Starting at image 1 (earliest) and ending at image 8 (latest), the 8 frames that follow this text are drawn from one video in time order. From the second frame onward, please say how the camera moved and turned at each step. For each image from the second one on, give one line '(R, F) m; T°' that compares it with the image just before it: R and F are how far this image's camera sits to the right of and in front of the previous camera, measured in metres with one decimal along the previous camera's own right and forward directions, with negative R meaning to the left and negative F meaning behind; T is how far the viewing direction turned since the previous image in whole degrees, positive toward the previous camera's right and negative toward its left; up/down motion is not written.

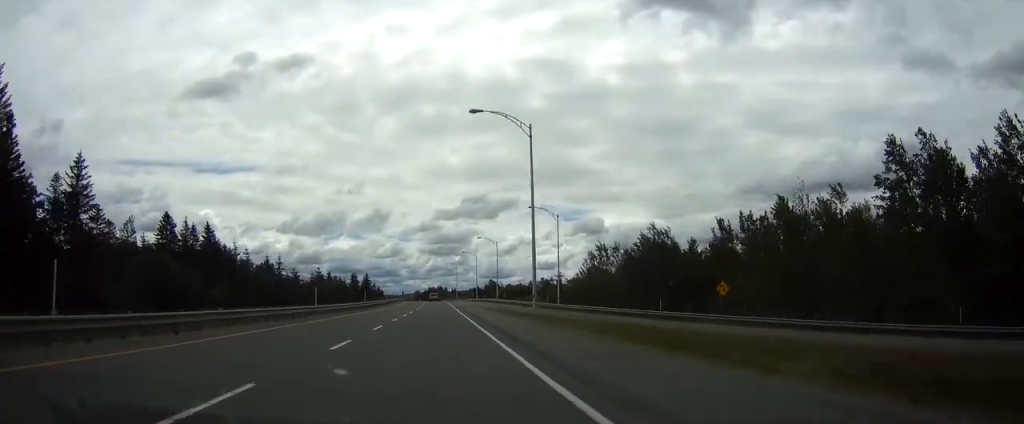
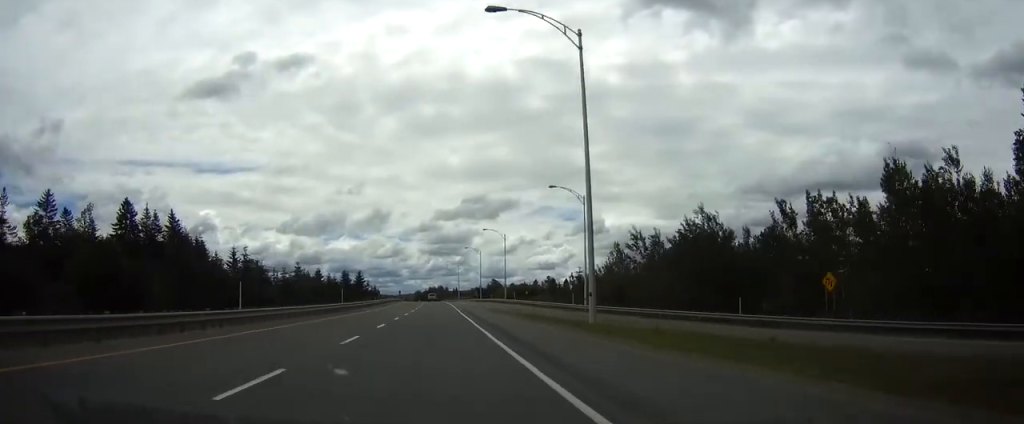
(0.0, +16.3) m; 0°
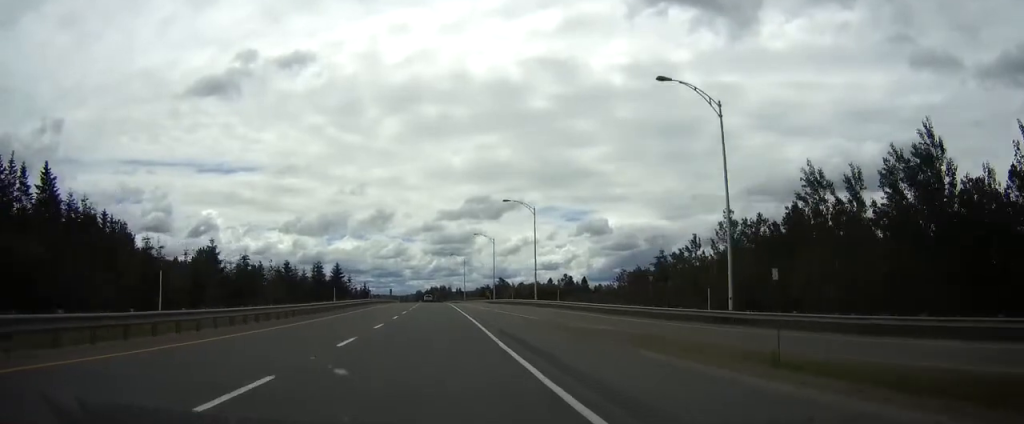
(+0.1, +36.5) m; 0°
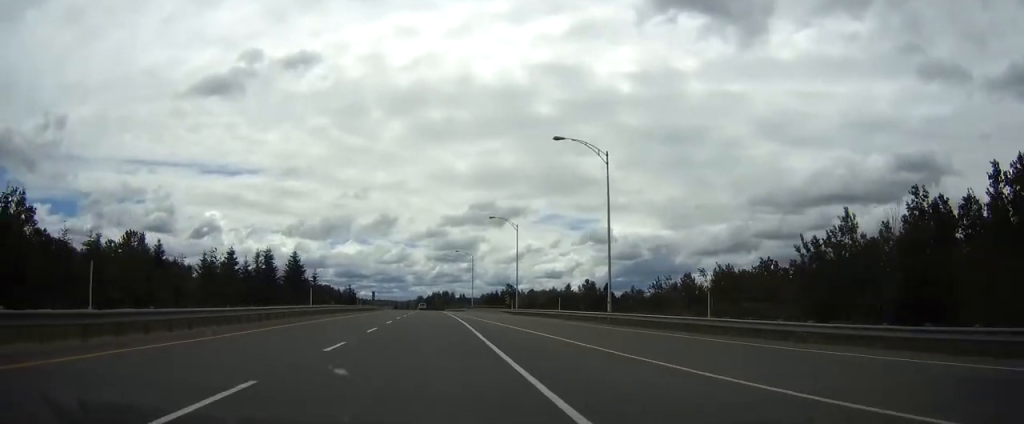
(-0.2, +36.6) m; 0°
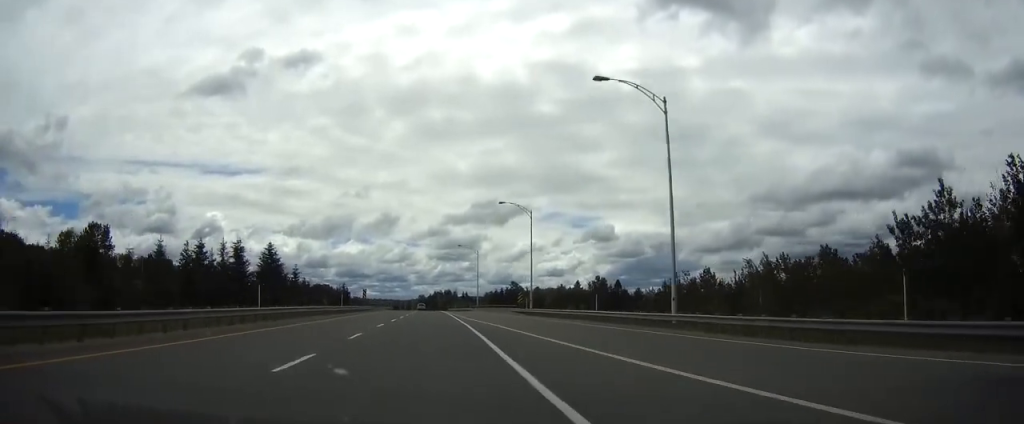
(0.0, +13.2) m; 0°
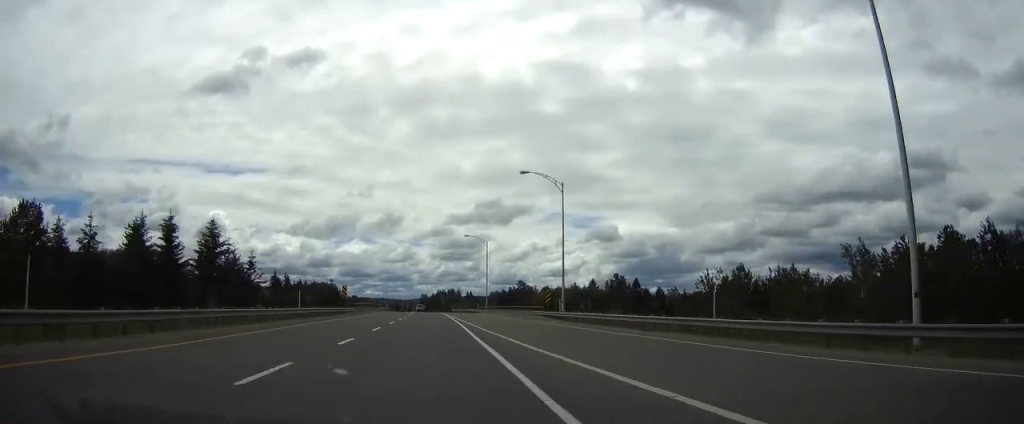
(+0.1, +19.4) m; 0°
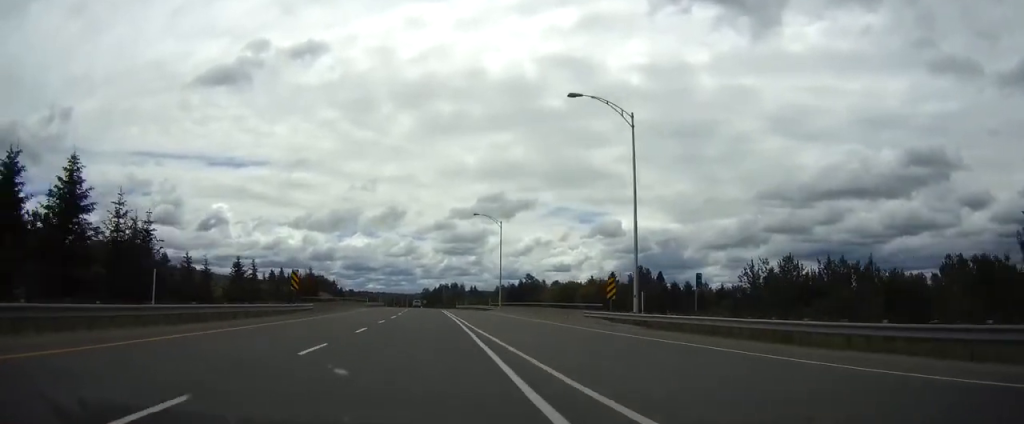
(-0.1, +22.5) m; 0°
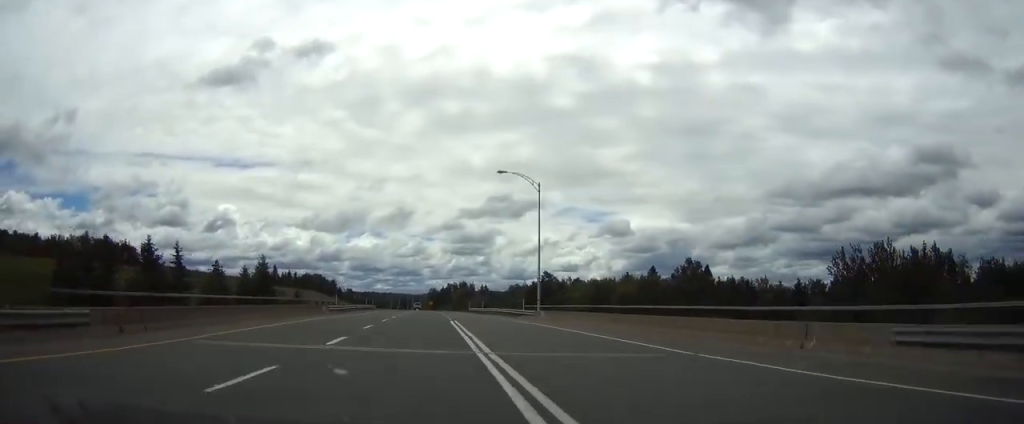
(-0.1, +31.7) m; -1°
